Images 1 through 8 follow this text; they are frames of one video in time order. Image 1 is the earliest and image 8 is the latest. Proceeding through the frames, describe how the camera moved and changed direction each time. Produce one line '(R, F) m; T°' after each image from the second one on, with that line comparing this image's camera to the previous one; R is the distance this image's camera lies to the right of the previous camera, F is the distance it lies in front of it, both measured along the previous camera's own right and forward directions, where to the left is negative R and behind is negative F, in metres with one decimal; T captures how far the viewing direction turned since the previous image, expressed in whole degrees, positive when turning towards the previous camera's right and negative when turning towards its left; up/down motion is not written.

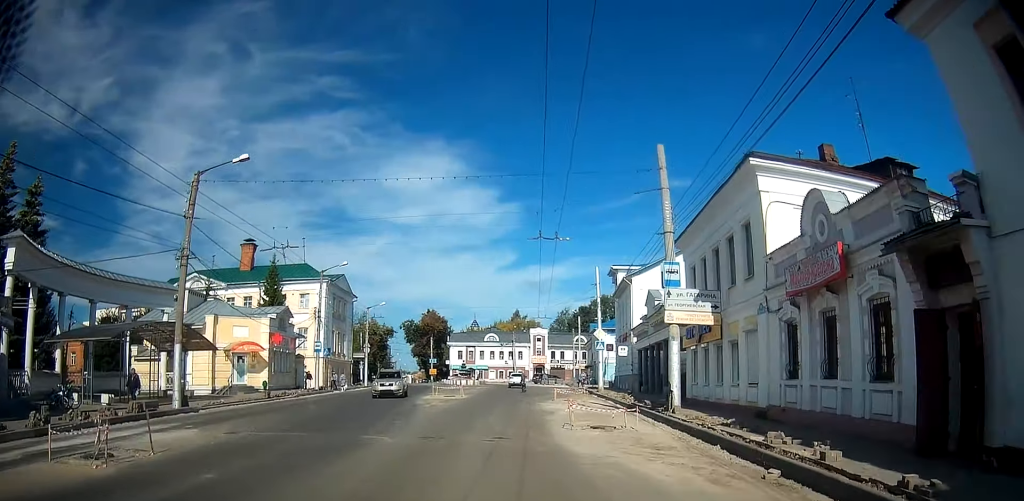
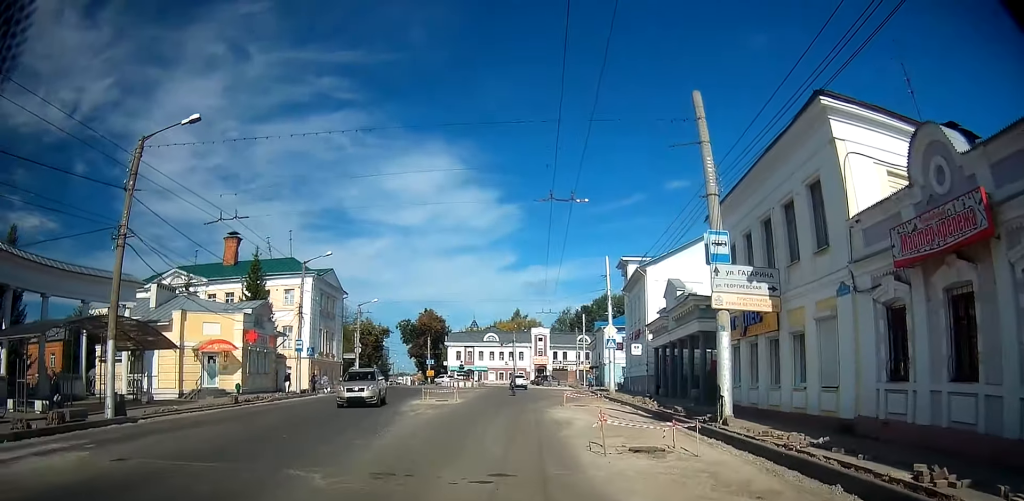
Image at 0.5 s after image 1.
(+0.1, +4.8) m; 0°
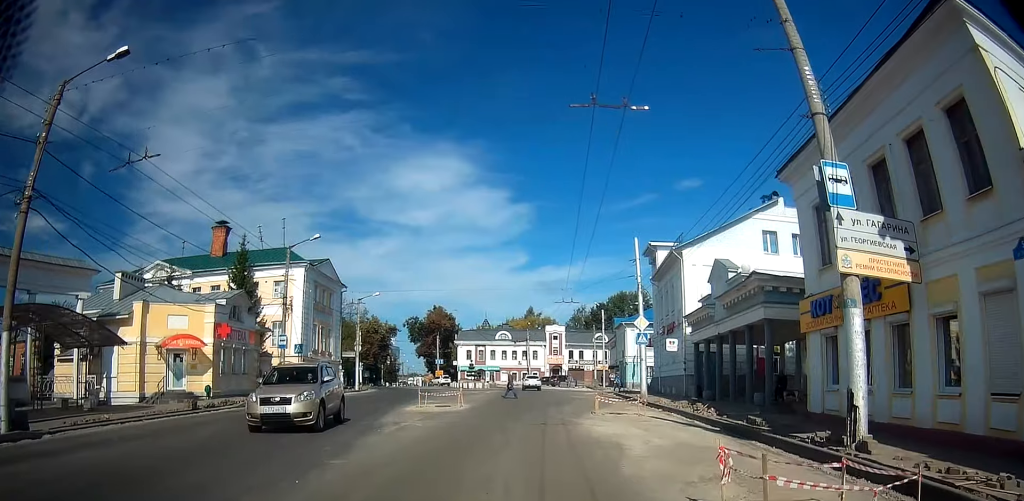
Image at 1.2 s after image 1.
(+0.4, +6.2) m; -1°
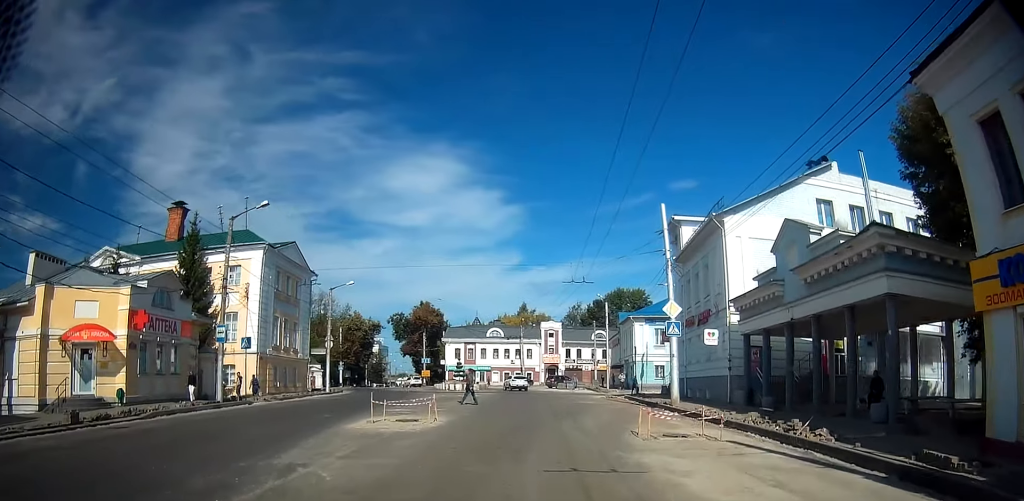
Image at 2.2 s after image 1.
(-0.8, +8.2) m; -3°
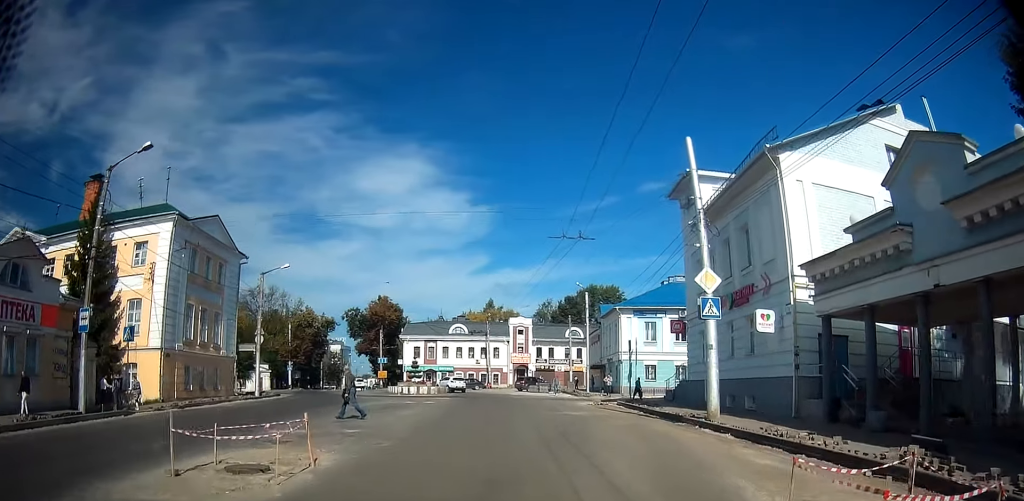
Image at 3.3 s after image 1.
(+0.3, +9.2) m; 0°
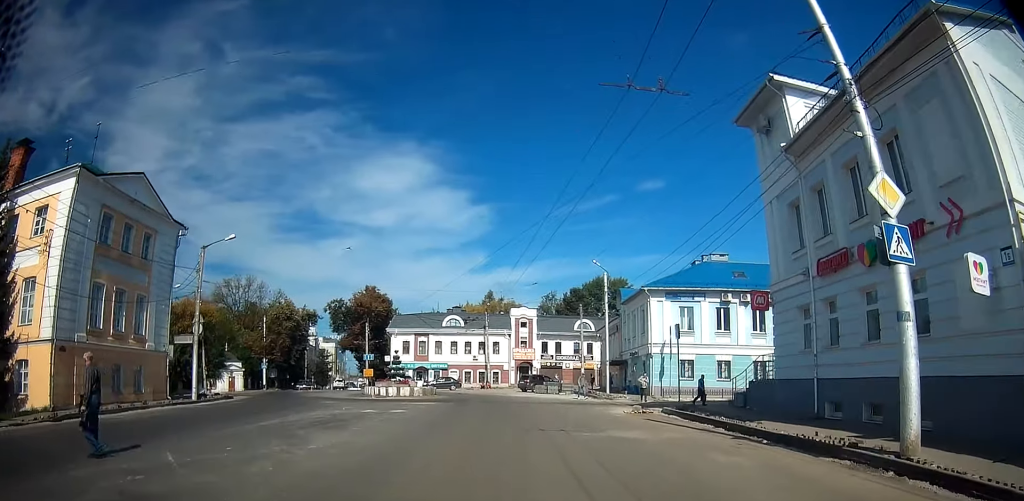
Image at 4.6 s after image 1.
(-0.2, +9.9) m; +1°
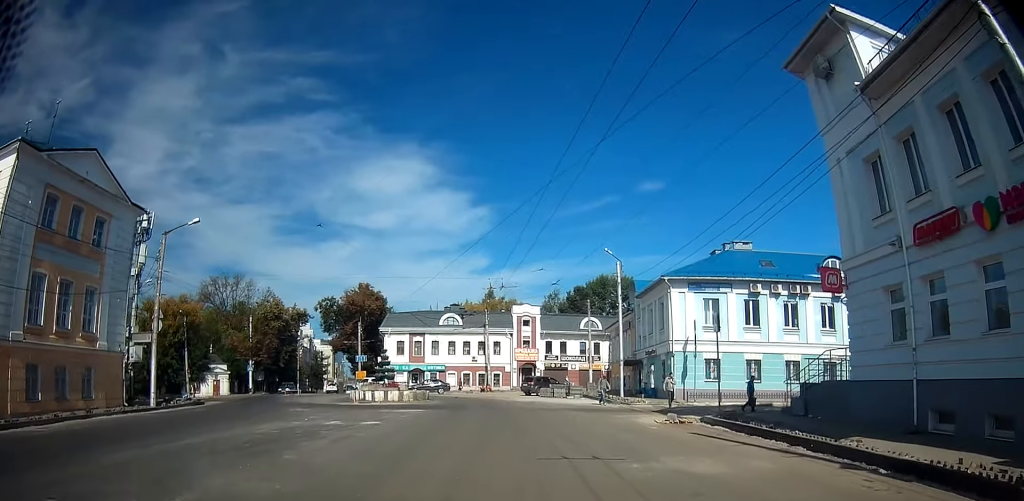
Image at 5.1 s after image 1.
(+0.2, +4.8) m; +1°
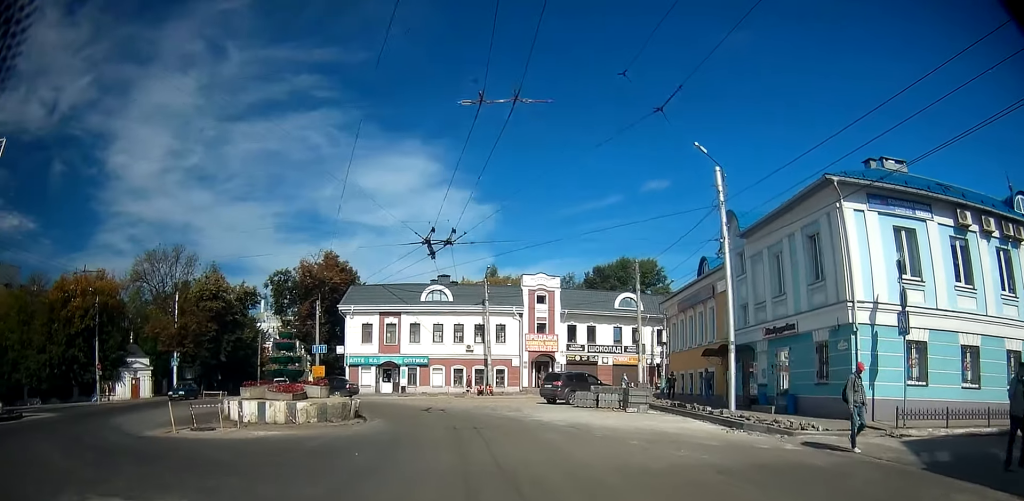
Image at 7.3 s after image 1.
(+0.9, +19.7) m; +3°
